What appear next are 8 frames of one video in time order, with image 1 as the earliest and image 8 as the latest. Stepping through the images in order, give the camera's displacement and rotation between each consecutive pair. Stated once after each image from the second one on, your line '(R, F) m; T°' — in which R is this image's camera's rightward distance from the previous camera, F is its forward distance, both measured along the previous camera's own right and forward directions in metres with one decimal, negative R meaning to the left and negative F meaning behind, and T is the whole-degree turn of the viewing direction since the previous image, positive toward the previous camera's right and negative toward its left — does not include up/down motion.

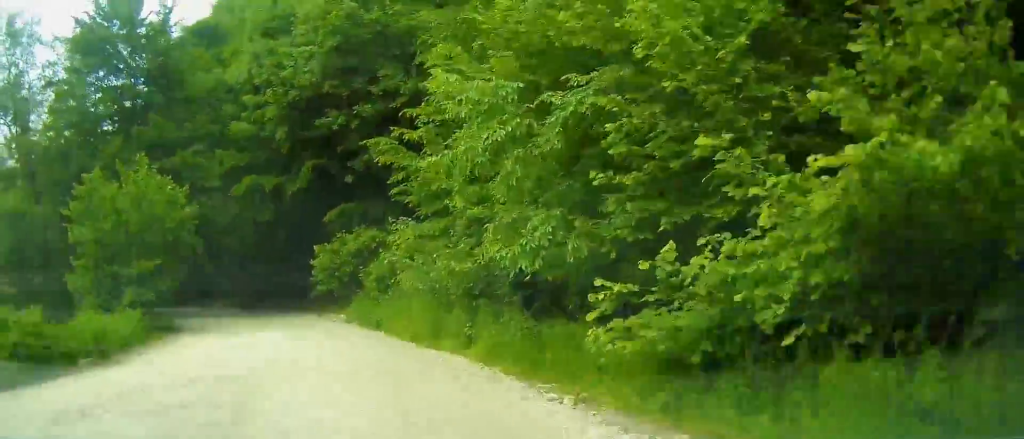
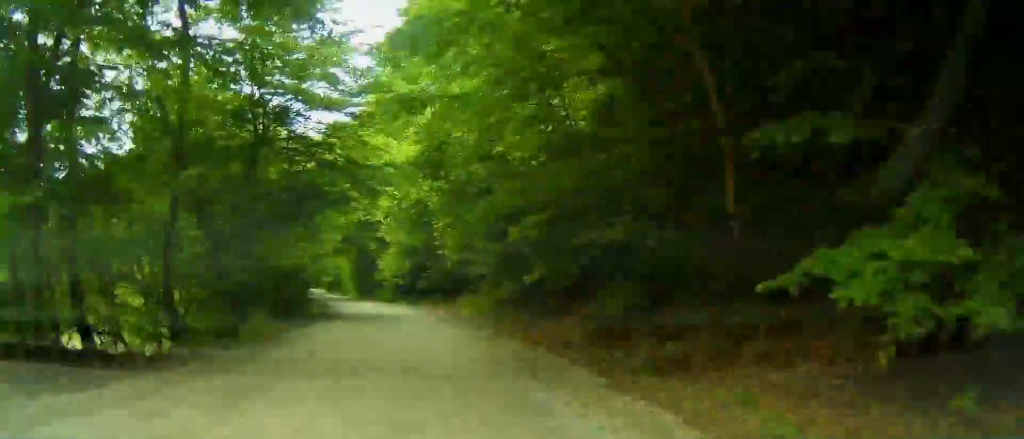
(-2.9, +25.0) m; -13°
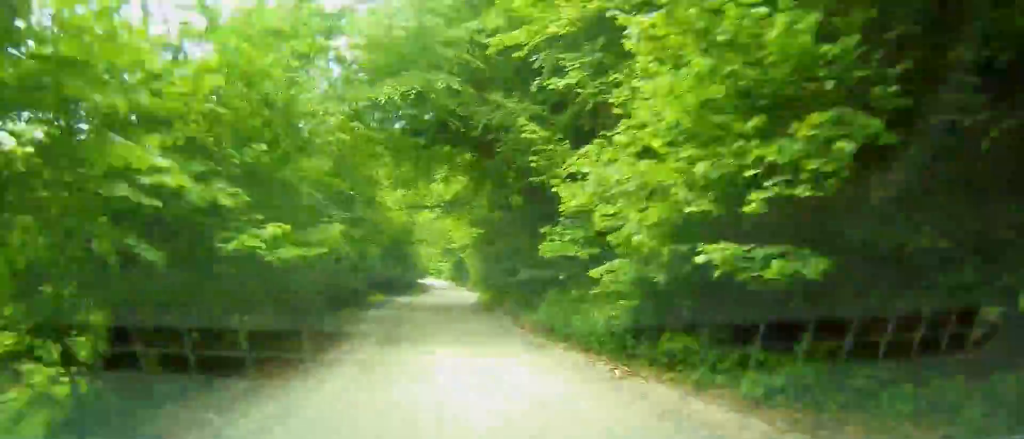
(-3.5, +31.8) m; -6°
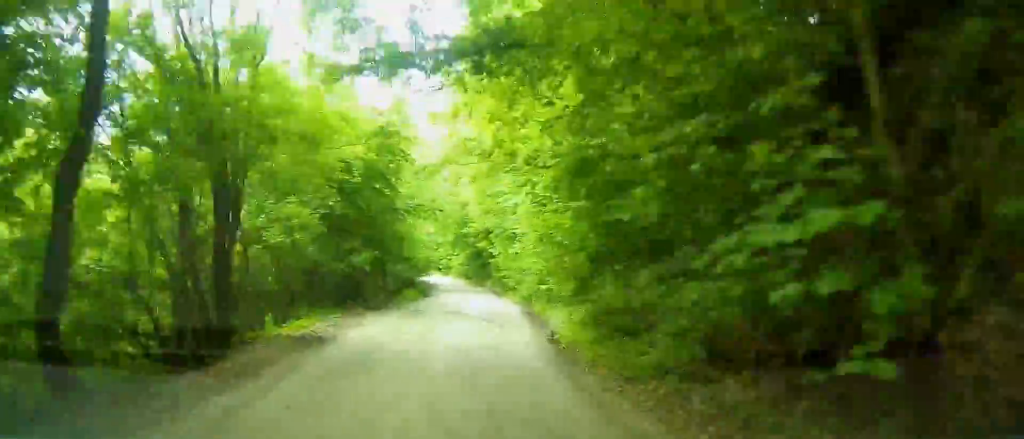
(0.0, +18.8) m; -1°
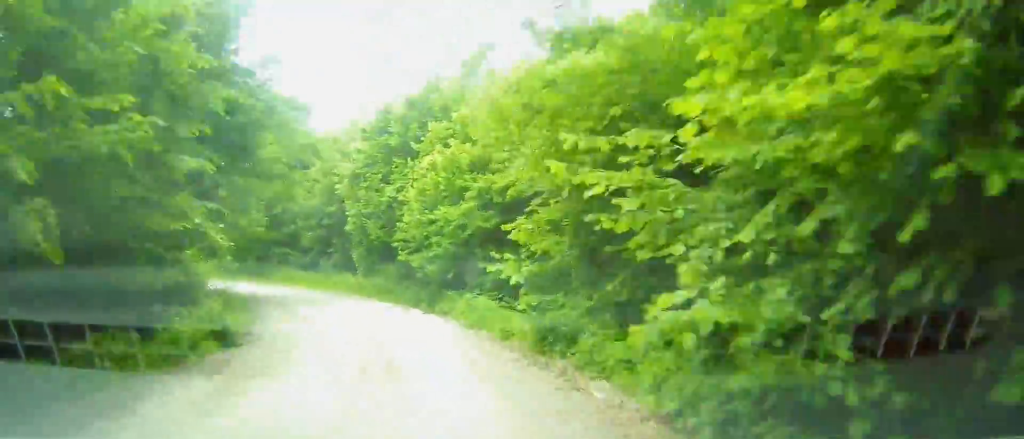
(-7.2, +70.8) m; -25°
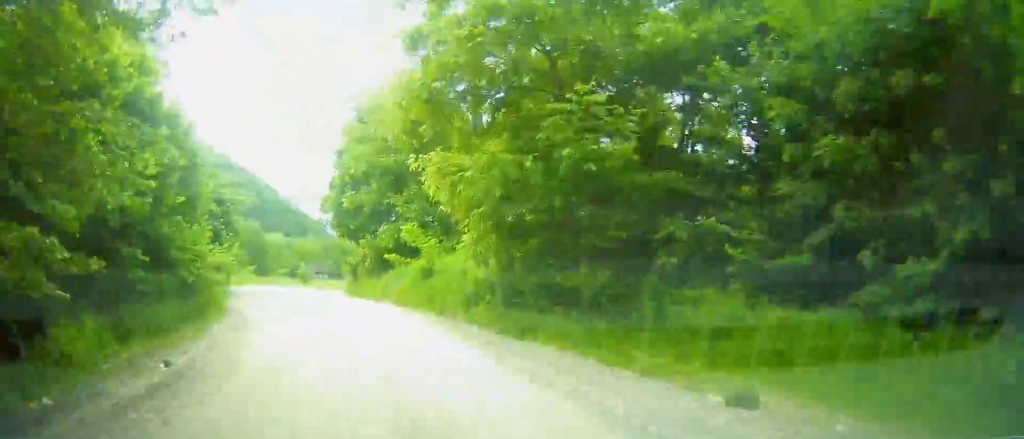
(-5.7, +27.5) m; -18°
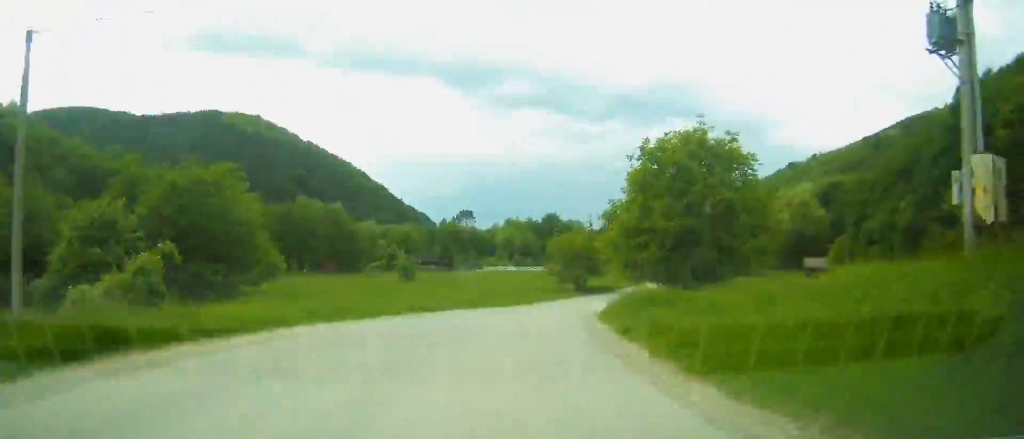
(-7.1, +48.3) m; 0°
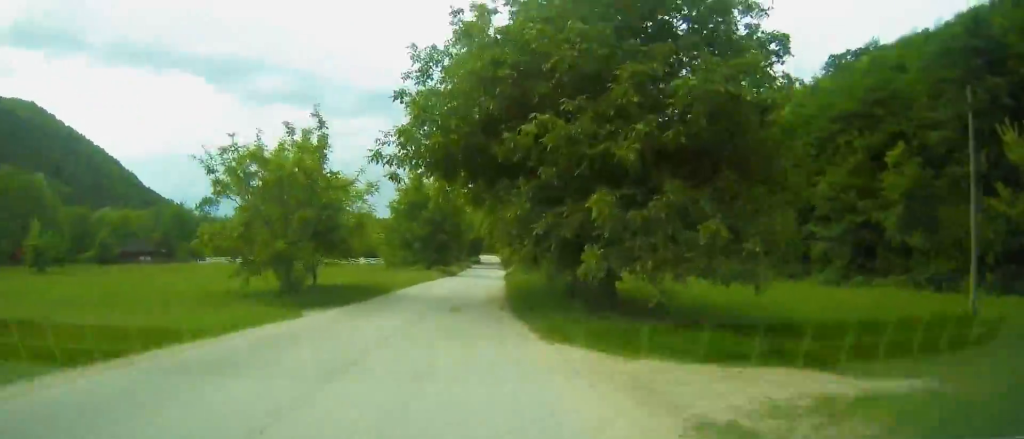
(+5.9, +47.5) m; +11°
